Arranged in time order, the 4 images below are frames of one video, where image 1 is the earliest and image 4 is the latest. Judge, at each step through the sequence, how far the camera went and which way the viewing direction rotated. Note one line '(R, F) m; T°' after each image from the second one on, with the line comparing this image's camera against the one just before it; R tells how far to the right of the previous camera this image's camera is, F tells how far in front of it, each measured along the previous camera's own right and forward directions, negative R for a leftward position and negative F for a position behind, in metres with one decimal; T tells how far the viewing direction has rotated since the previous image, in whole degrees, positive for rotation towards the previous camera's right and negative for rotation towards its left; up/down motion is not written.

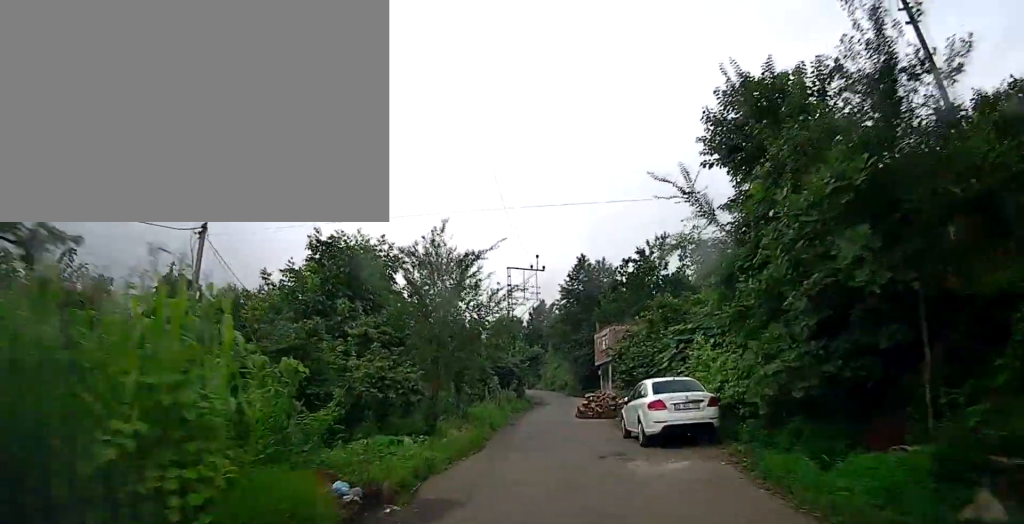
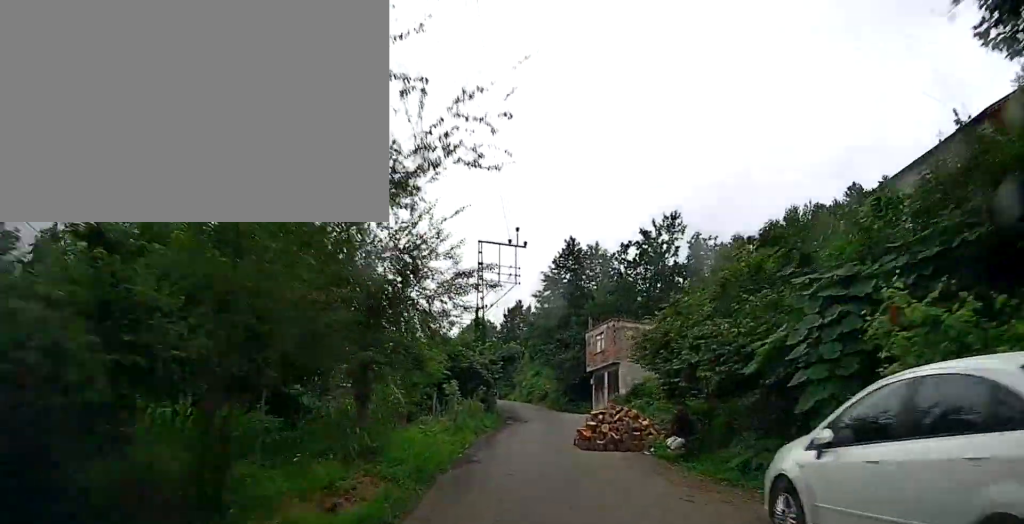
(+0.2, +10.2) m; +2°
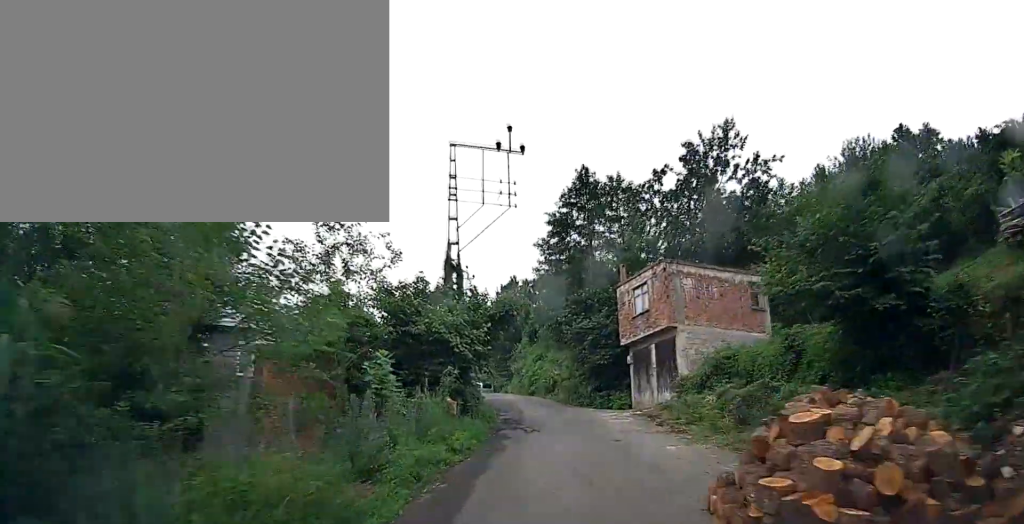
(+0.4, +12.6) m; +5°
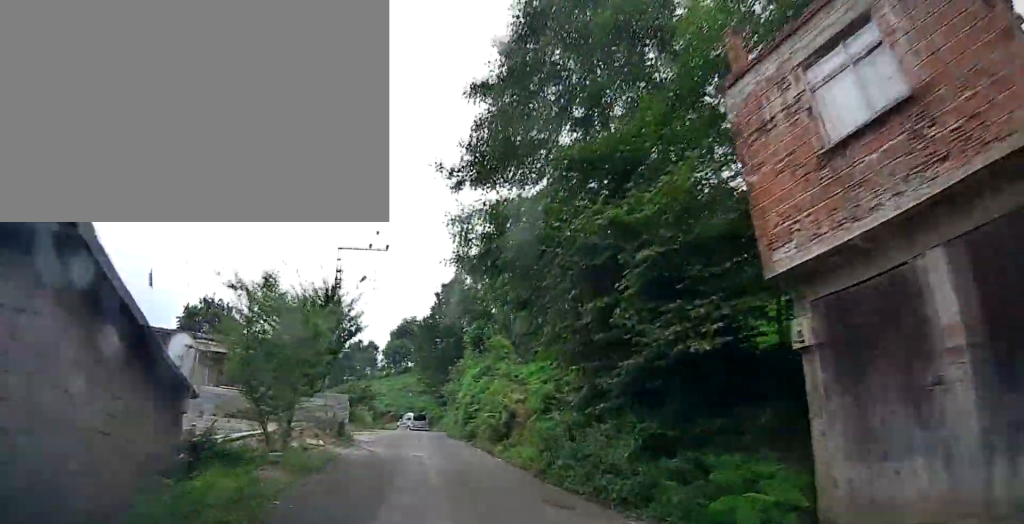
(+0.5, +18.6) m; -3°
